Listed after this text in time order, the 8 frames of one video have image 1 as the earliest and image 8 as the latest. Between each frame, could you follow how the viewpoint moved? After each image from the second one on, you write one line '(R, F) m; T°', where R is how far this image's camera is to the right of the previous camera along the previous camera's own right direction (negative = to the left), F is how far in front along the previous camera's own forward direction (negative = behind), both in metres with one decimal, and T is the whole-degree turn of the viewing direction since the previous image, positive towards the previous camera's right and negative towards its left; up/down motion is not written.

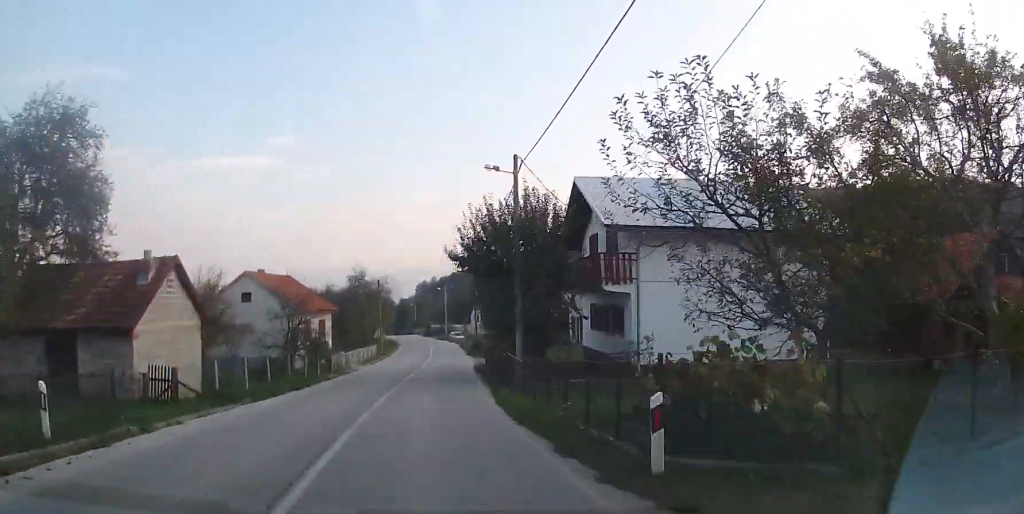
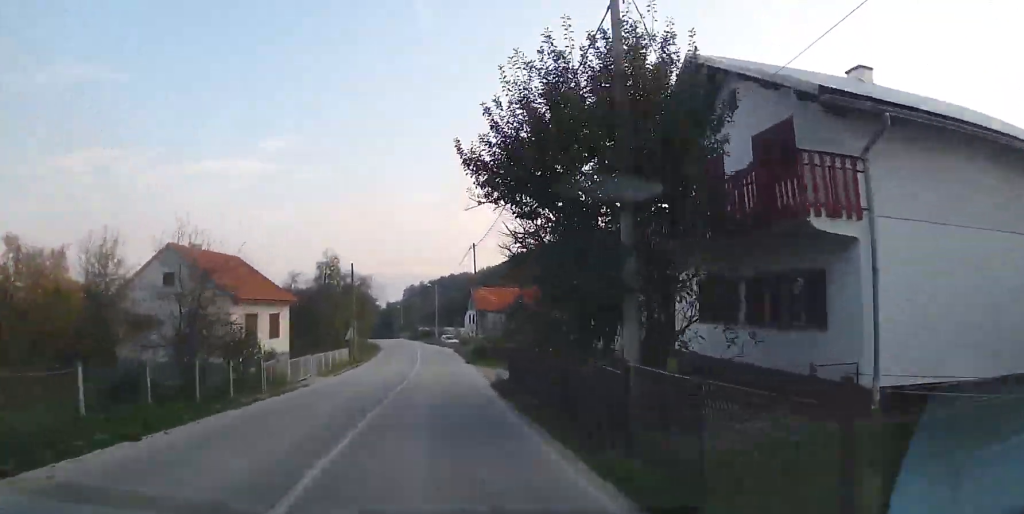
(+0.1, +11.8) m; +1°
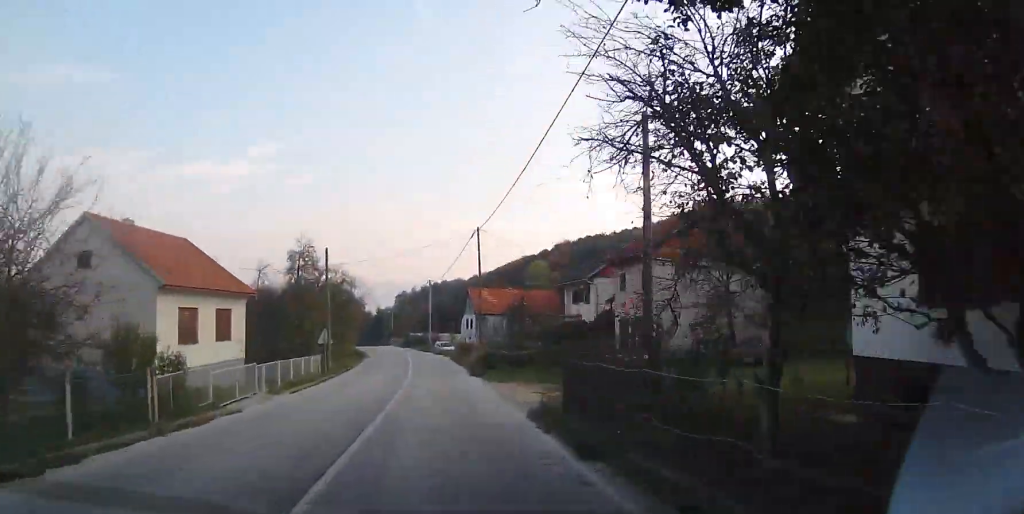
(0.0, +8.0) m; +1°
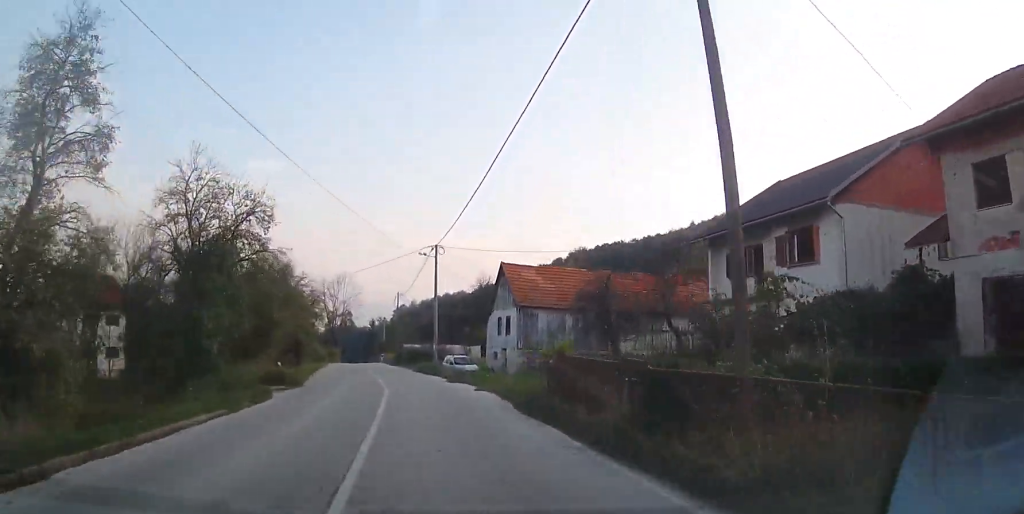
(+0.6, +29.0) m; +1°
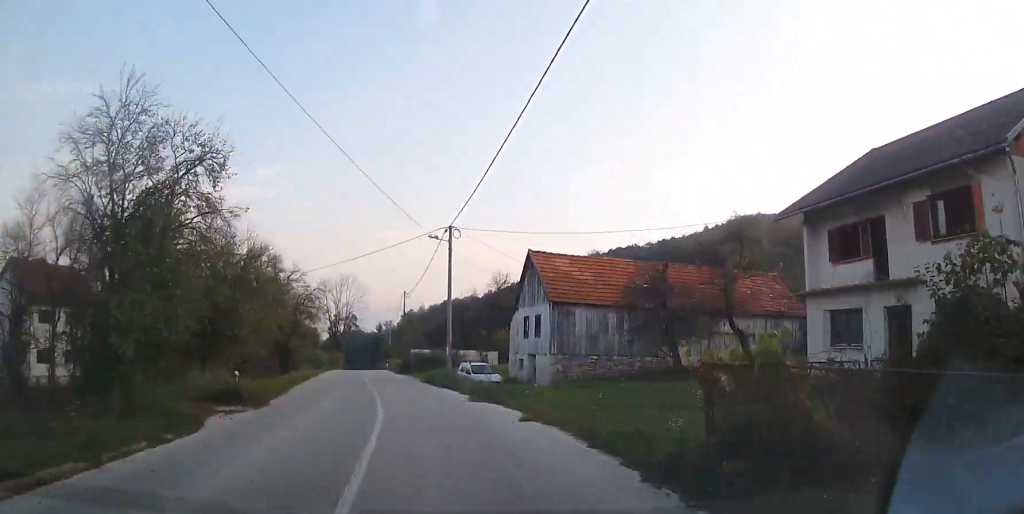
(+0.1, +7.2) m; 0°
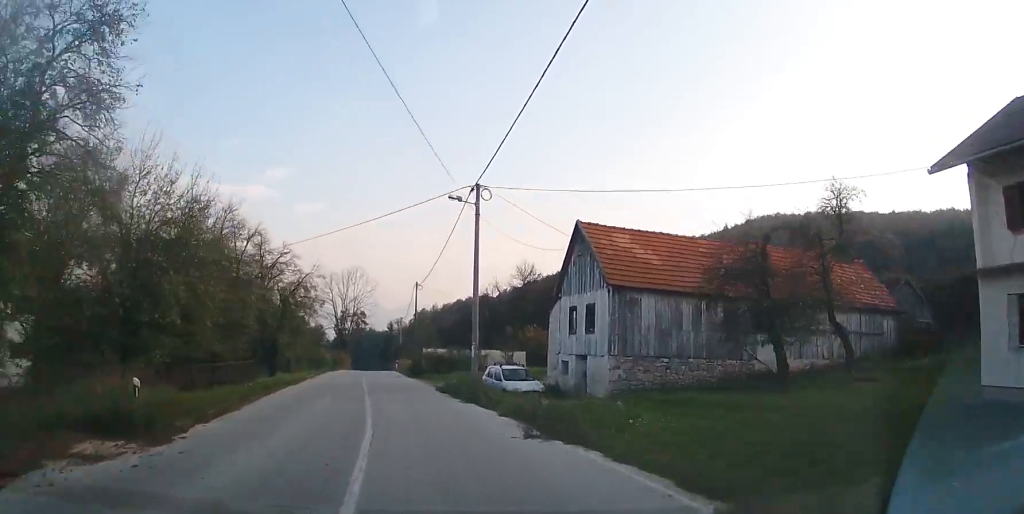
(0.0, +7.7) m; -1°
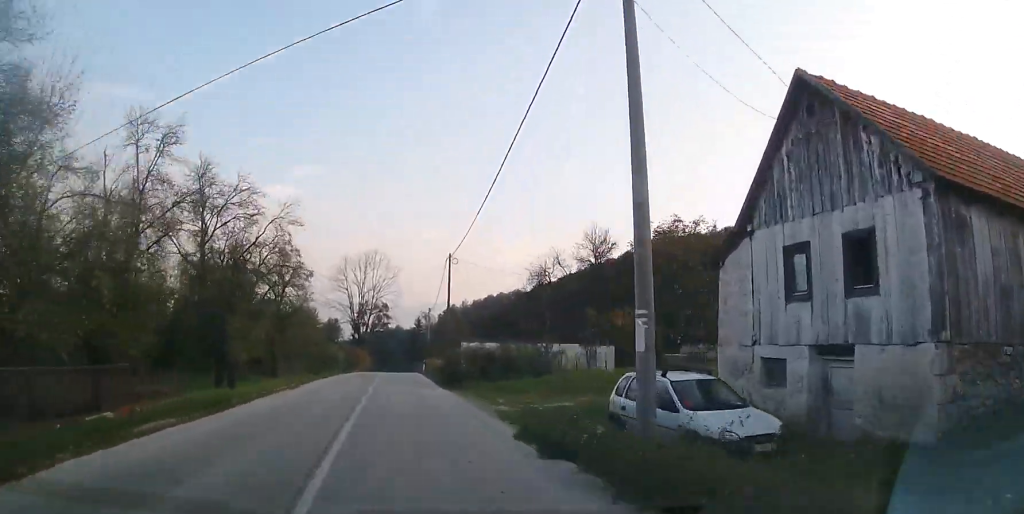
(-0.2, +14.5) m; -2°
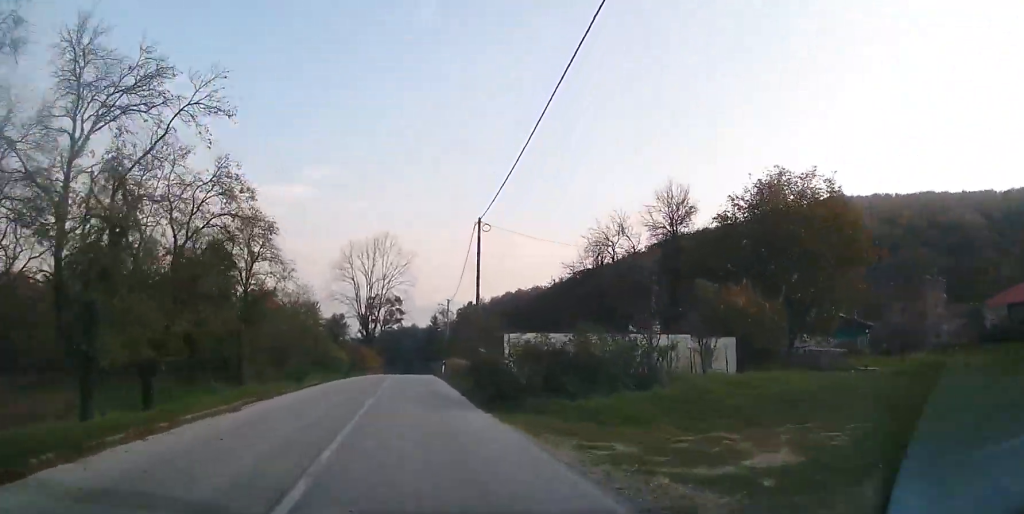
(-0.2, +10.2) m; -1°
